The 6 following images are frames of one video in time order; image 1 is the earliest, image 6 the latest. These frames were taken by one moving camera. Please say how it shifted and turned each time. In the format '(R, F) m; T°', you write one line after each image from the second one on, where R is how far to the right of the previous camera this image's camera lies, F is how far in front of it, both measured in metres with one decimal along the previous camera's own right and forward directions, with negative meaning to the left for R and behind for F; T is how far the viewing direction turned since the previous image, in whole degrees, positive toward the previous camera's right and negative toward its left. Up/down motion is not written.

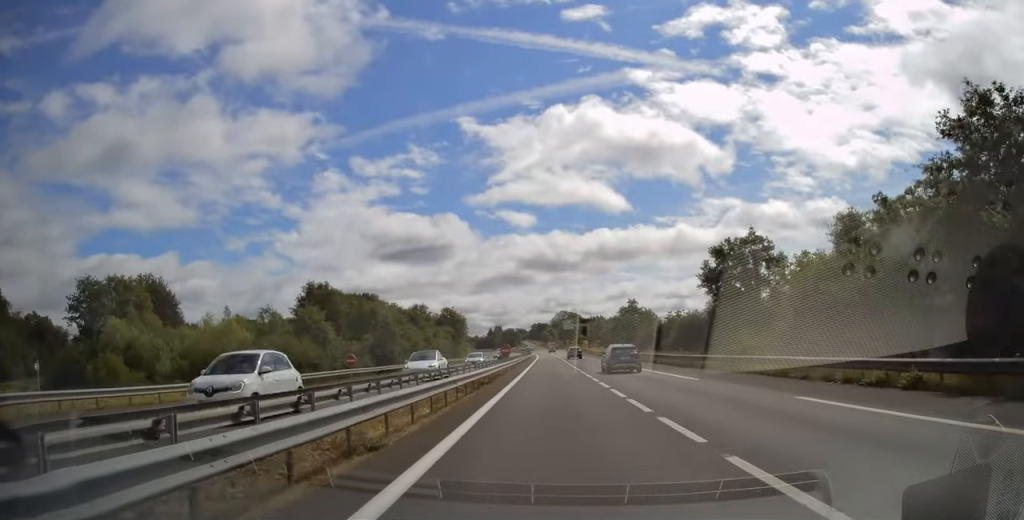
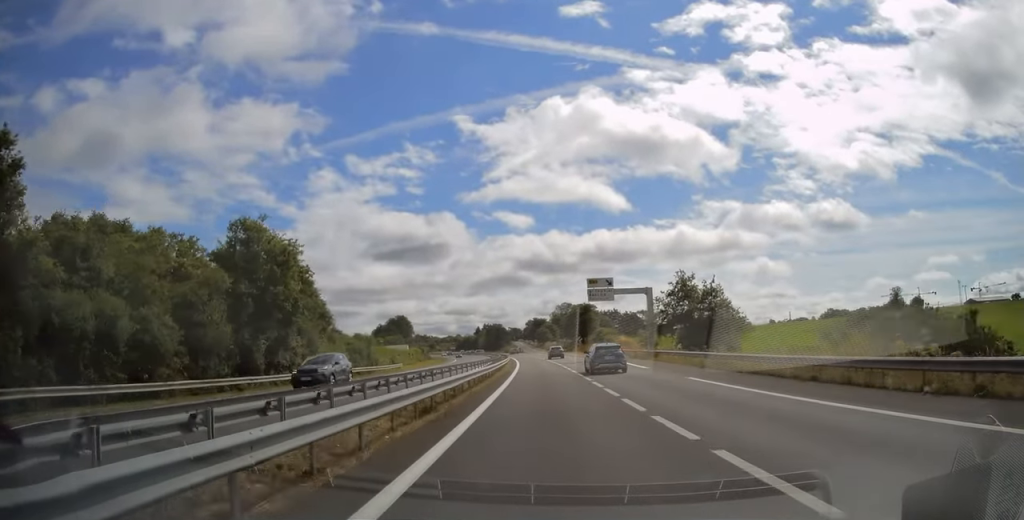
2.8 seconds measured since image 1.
(0.0, +87.5) m; 0°
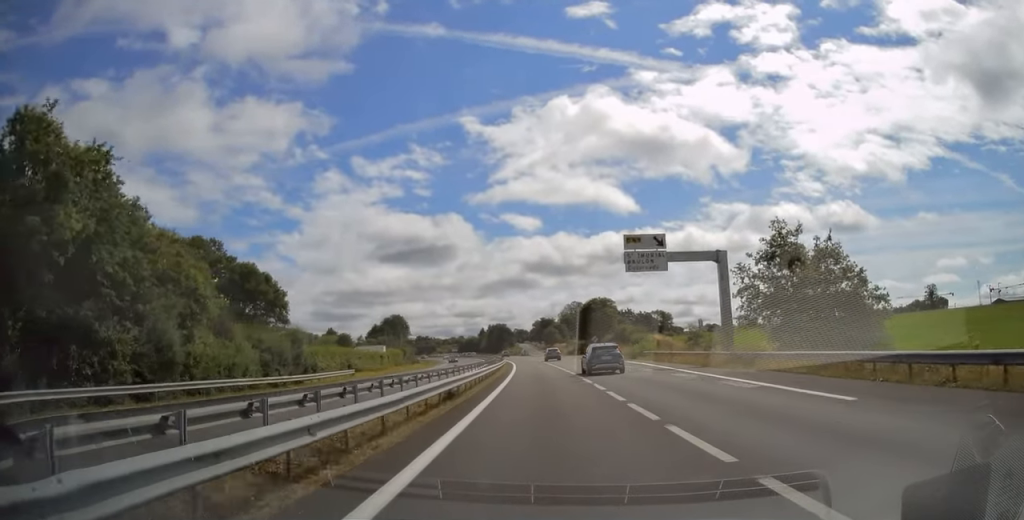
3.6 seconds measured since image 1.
(0.0, +22.6) m; -1°
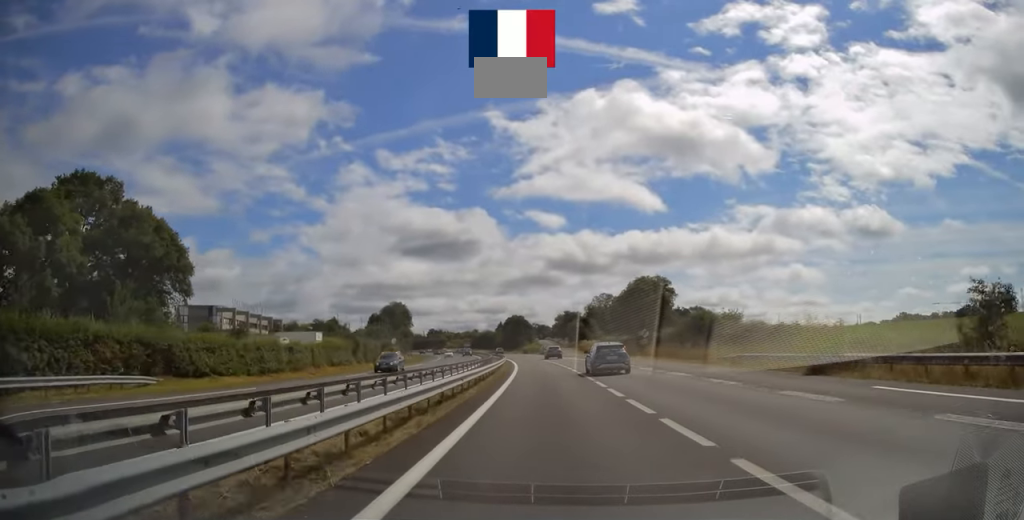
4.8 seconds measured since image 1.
(-0.5, +36.3) m; -1°
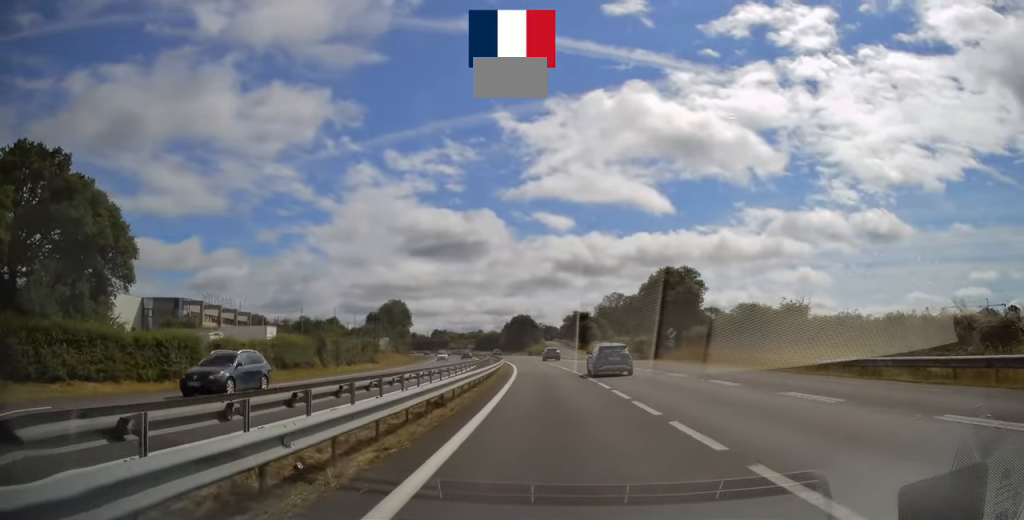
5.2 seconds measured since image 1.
(+0.1, +12.8) m; 0°
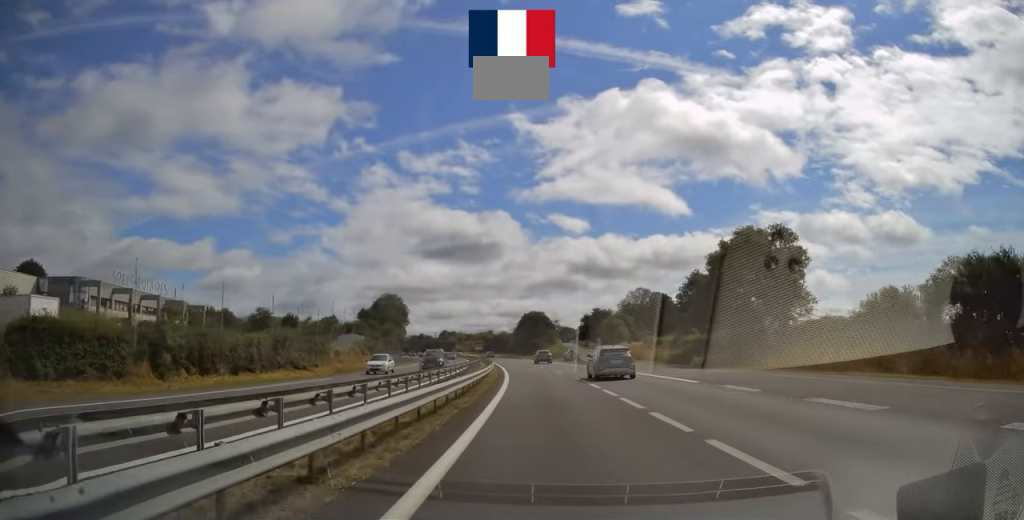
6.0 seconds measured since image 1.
(-0.3, +27.1) m; -2°
